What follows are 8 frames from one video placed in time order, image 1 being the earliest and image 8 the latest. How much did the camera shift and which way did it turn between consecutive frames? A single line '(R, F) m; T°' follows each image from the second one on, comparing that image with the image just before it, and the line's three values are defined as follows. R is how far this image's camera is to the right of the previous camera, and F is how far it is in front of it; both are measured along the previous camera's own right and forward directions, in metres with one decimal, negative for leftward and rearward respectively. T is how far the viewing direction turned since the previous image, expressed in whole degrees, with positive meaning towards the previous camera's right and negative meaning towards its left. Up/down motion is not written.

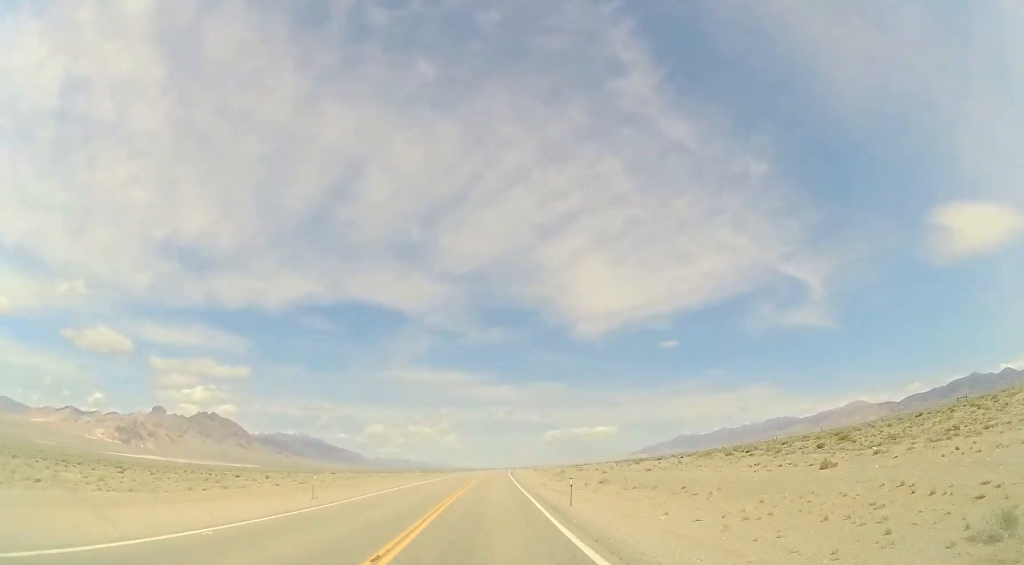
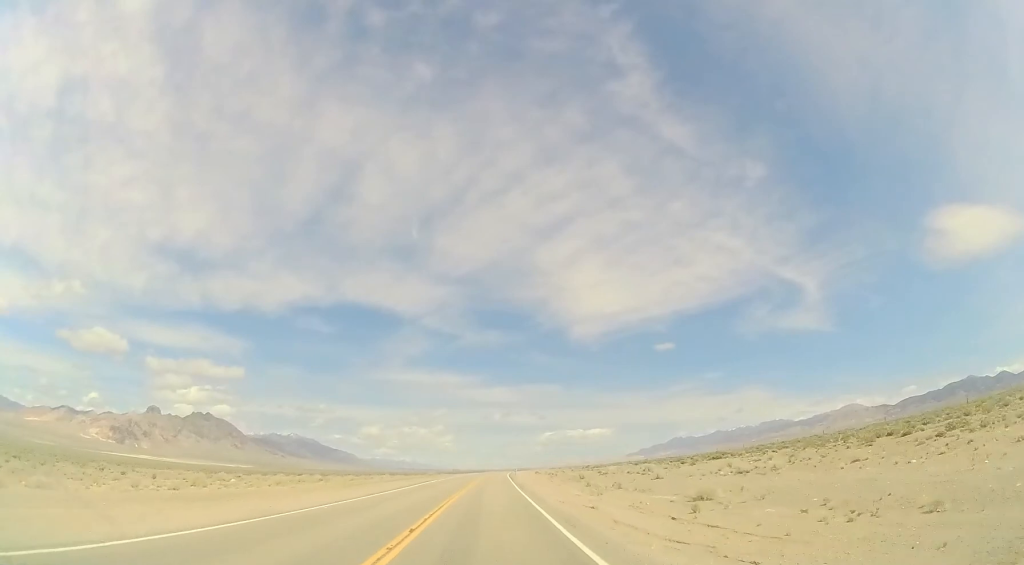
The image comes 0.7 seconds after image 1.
(+0.1, +21.8) m; +1°
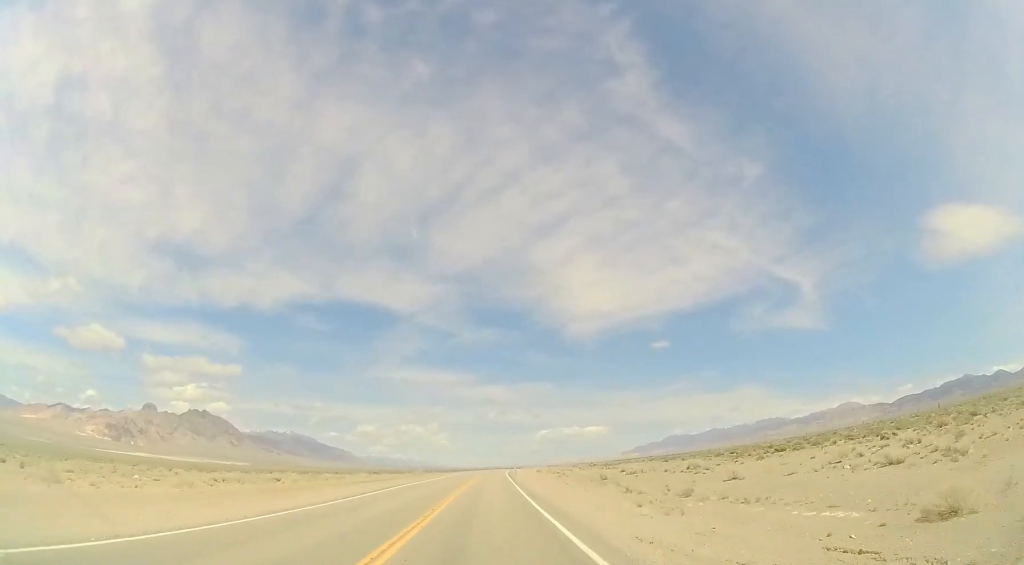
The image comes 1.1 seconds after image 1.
(+0.4, +14.2) m; +1°
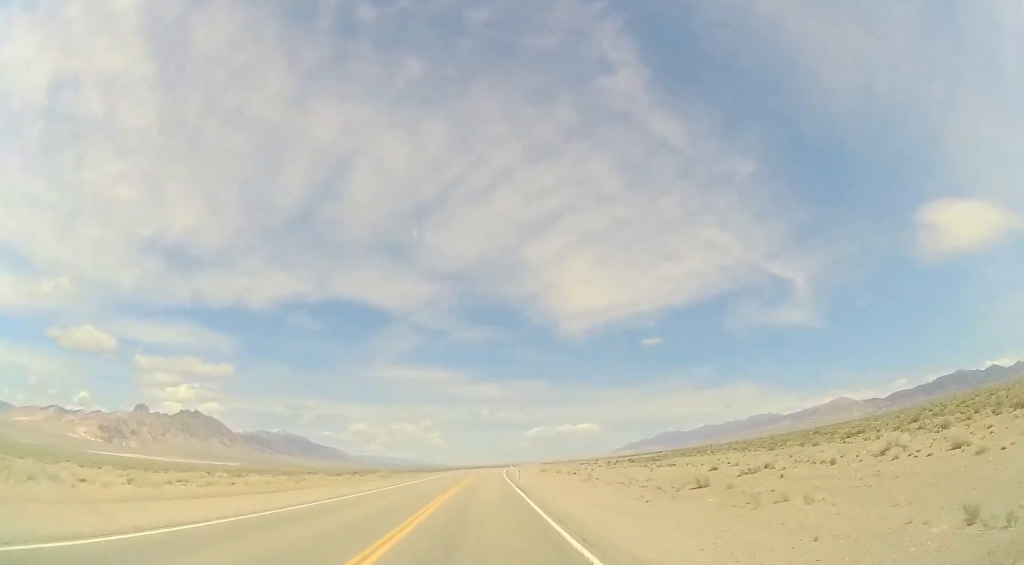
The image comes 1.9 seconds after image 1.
(+0.3, +25.0) m; +1°
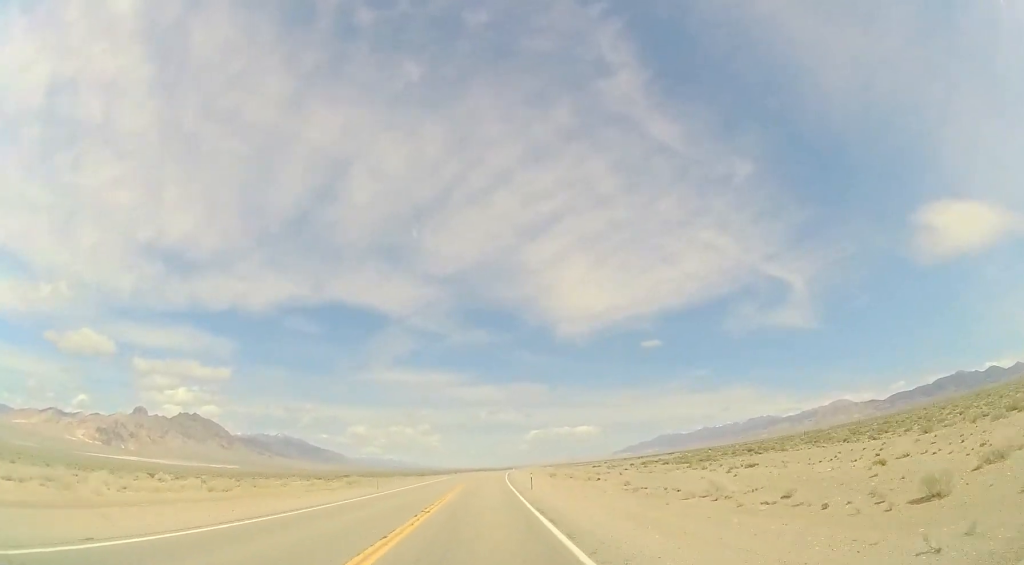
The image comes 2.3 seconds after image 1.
(+0.1, +15.3) m; 0°
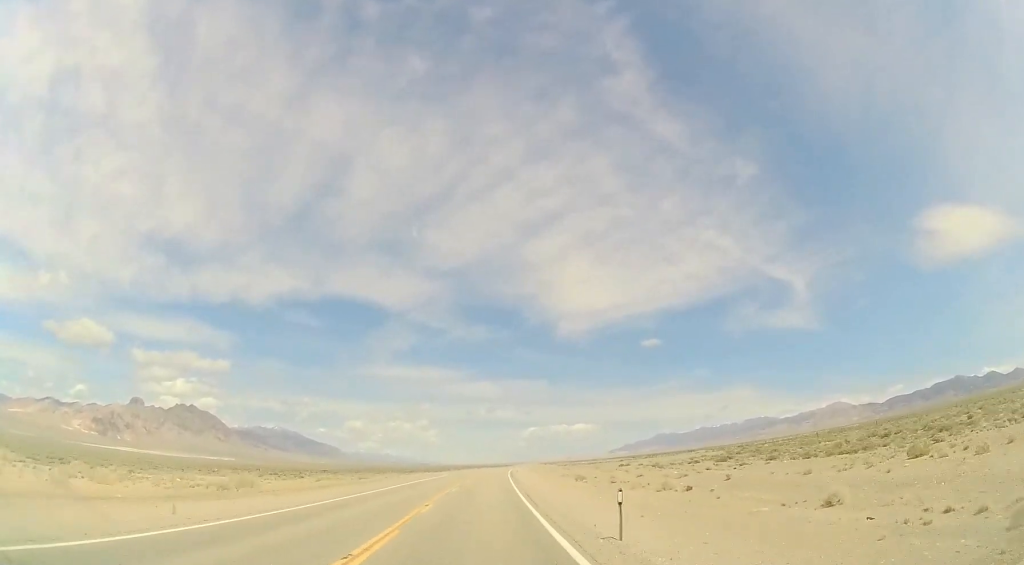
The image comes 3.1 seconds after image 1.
(-0.1, +25.1) m; 0°
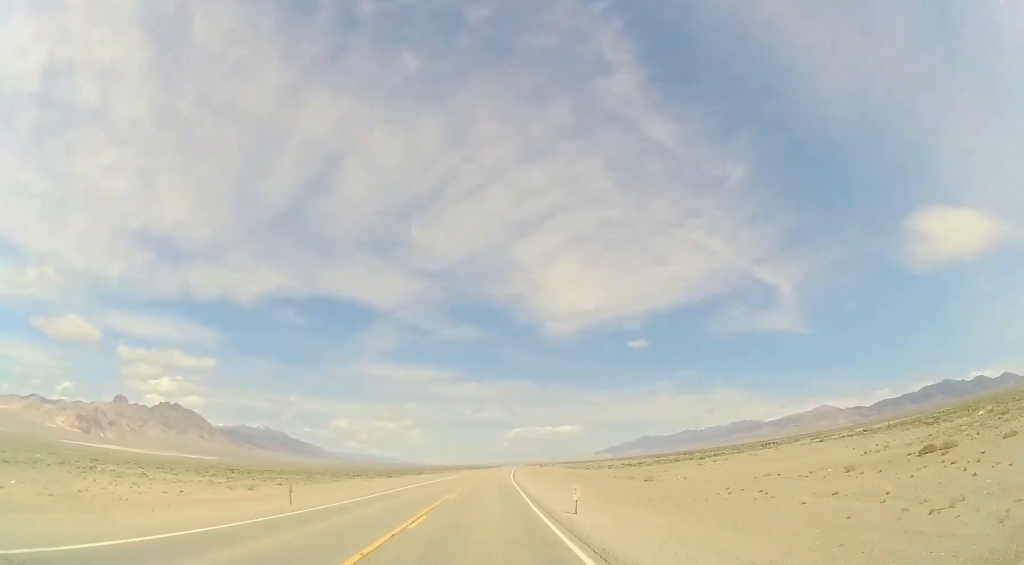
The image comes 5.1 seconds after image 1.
(+0.6, +64.5) m; +1°
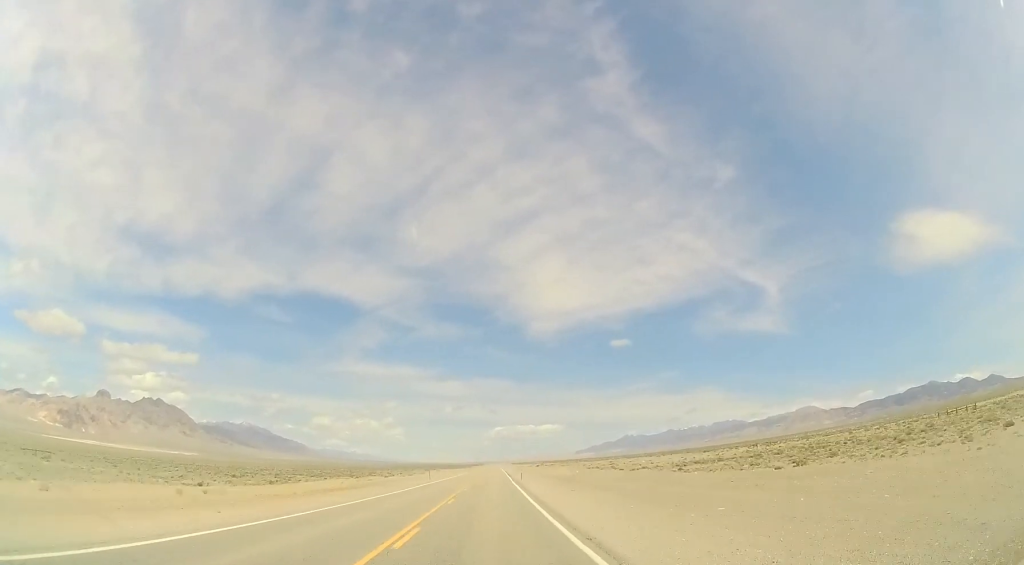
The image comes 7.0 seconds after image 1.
(+1.0, +64.0) m; +2°
